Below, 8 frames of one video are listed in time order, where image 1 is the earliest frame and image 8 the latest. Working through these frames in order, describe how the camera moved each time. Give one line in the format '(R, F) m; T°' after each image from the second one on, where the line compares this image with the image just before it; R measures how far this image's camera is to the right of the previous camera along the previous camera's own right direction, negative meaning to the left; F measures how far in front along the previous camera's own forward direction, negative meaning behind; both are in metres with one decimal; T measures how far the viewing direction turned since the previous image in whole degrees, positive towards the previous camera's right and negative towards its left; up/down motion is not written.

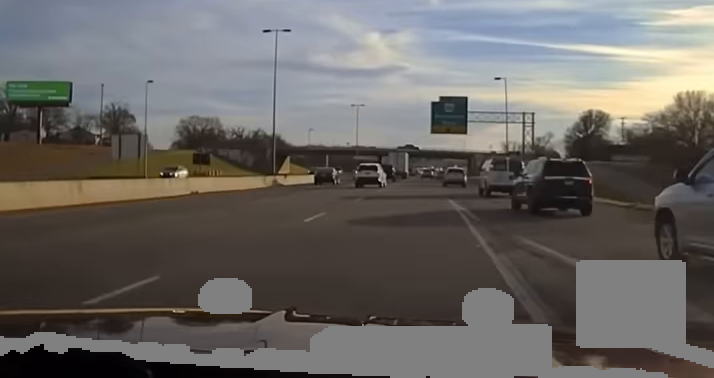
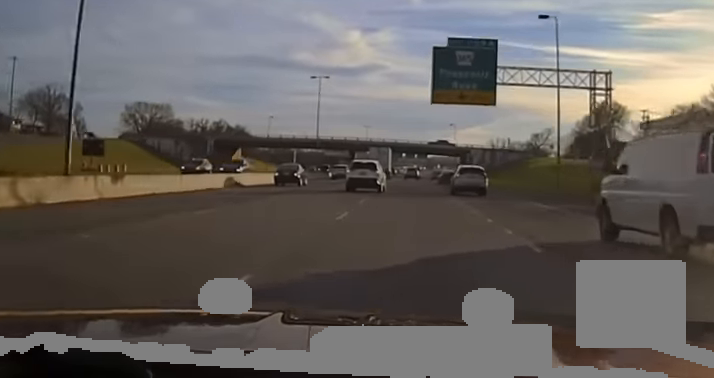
(0.0, +31.9) m; +1°
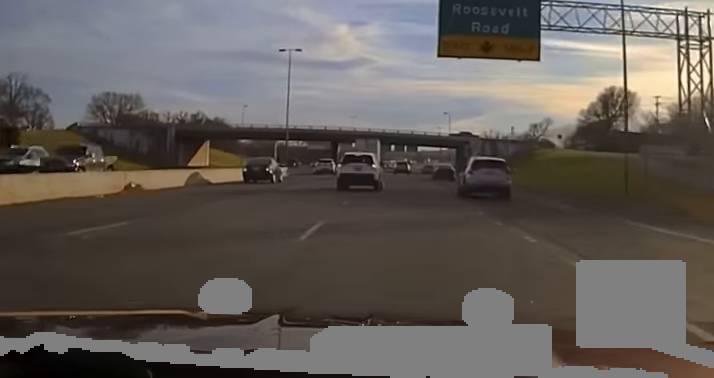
(-0.1, +14.5) m; +1°
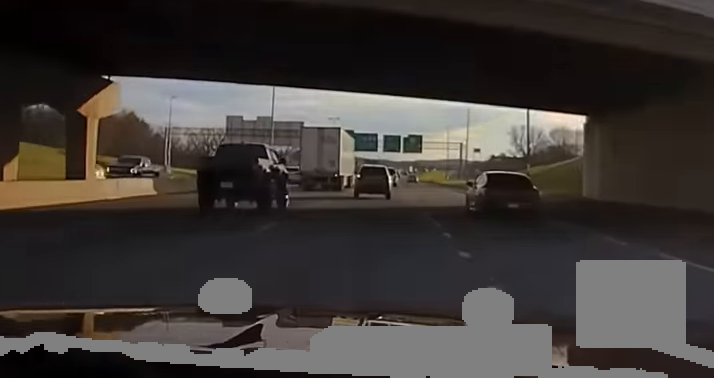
(+2.3, +109.7) m; +1°
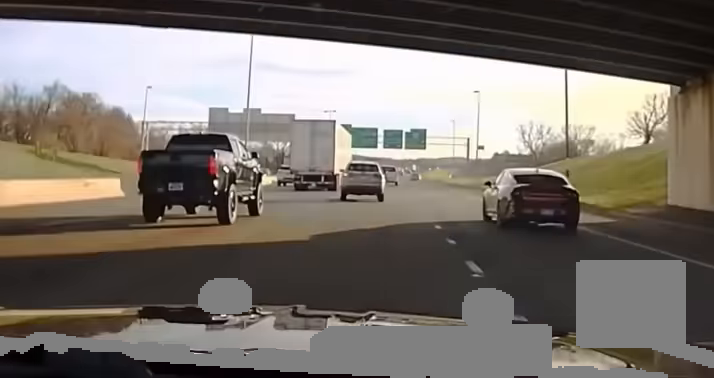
(0.0, +14.1) m; 0°
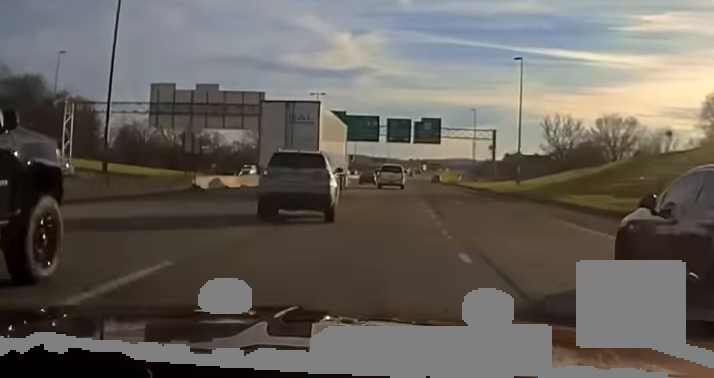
(0.0, +32.7) m; 0°
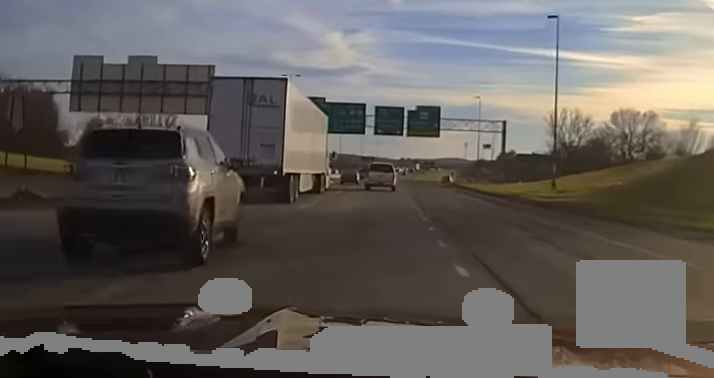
(0.0, +19.3) m; 0°
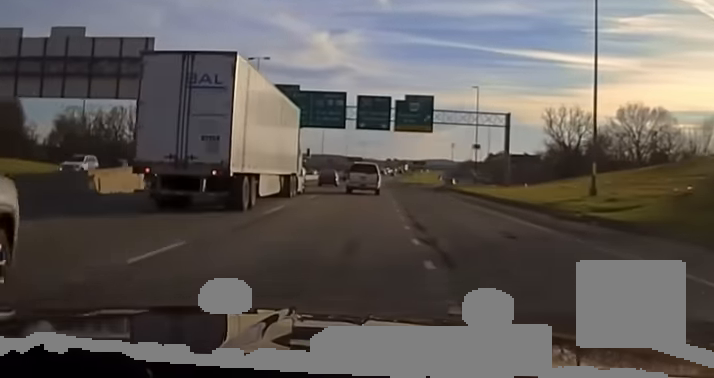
(0.0, +12.1) m; 0°
